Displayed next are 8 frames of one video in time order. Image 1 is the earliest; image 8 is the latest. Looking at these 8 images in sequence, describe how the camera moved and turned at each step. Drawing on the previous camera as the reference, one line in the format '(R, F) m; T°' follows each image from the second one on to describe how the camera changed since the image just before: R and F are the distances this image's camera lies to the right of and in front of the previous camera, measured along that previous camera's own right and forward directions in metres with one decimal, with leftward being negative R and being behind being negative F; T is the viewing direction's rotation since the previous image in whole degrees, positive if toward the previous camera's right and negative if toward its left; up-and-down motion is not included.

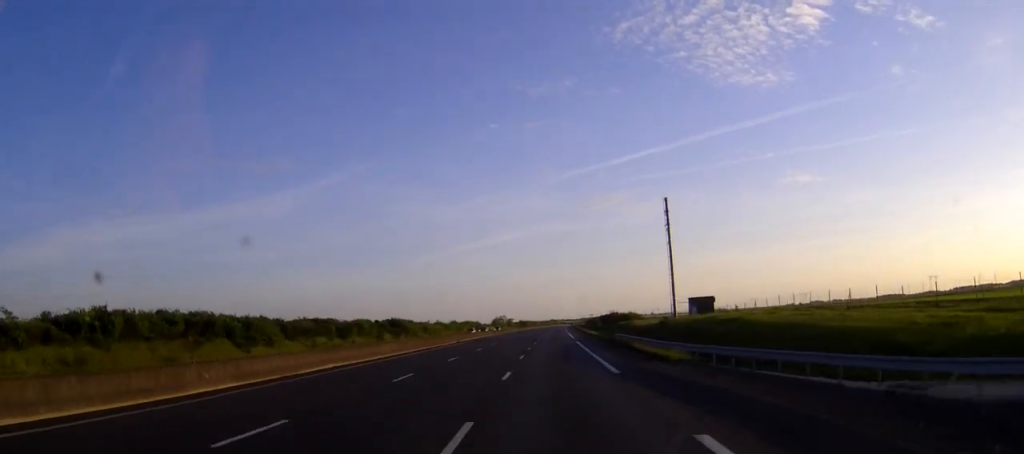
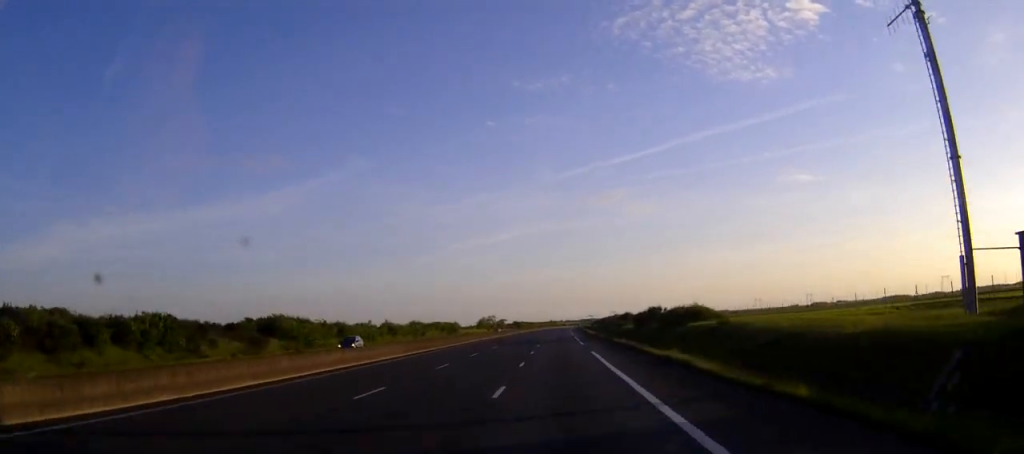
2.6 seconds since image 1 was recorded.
(+0.2, +70.5) m; 0°
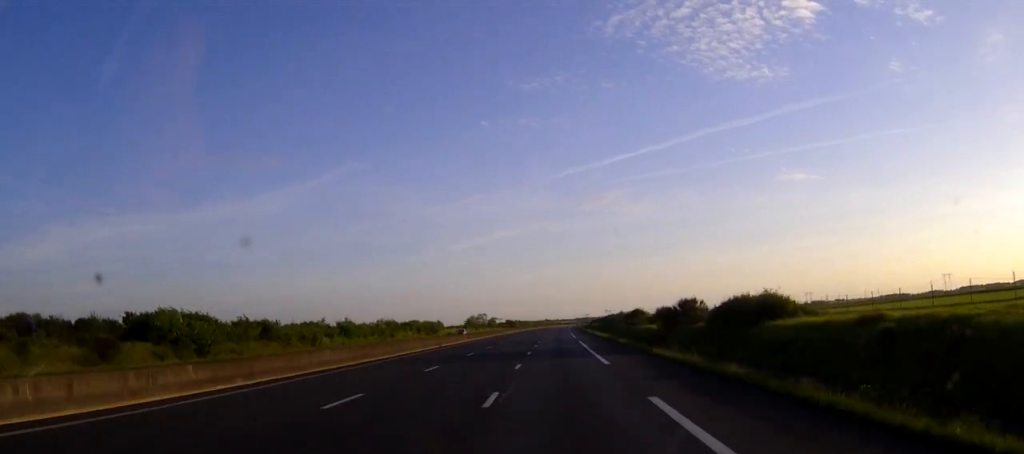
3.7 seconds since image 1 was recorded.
(0.0, +28.6) m; 0°
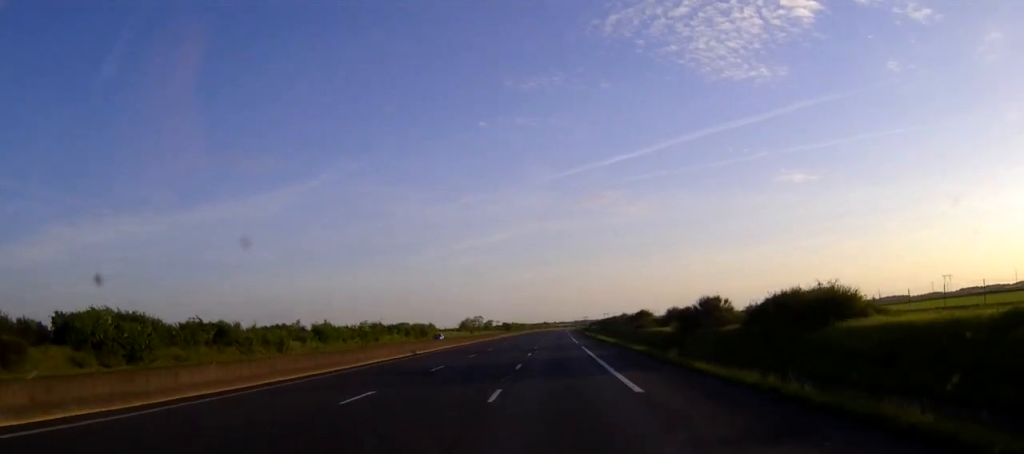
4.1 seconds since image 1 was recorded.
(0.0, +11.6) m; 0°
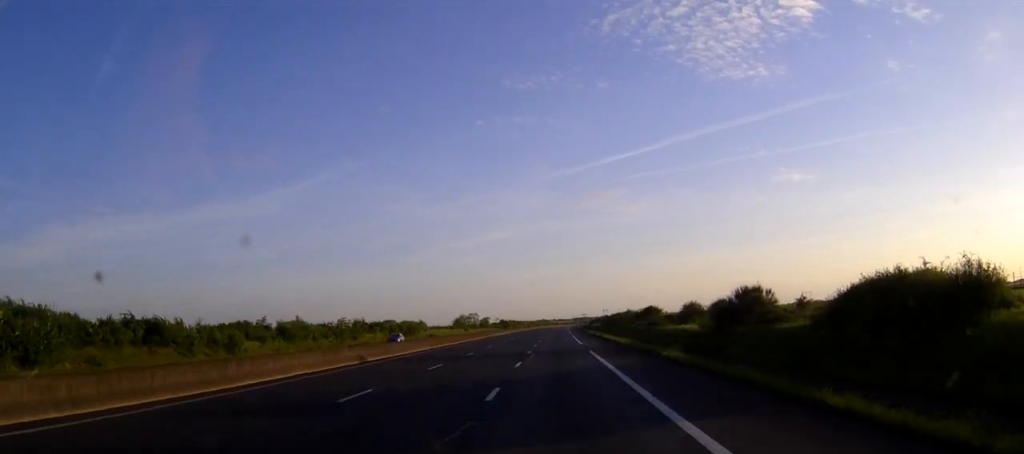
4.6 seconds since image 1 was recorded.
(0.0, +13.4) m; 0°
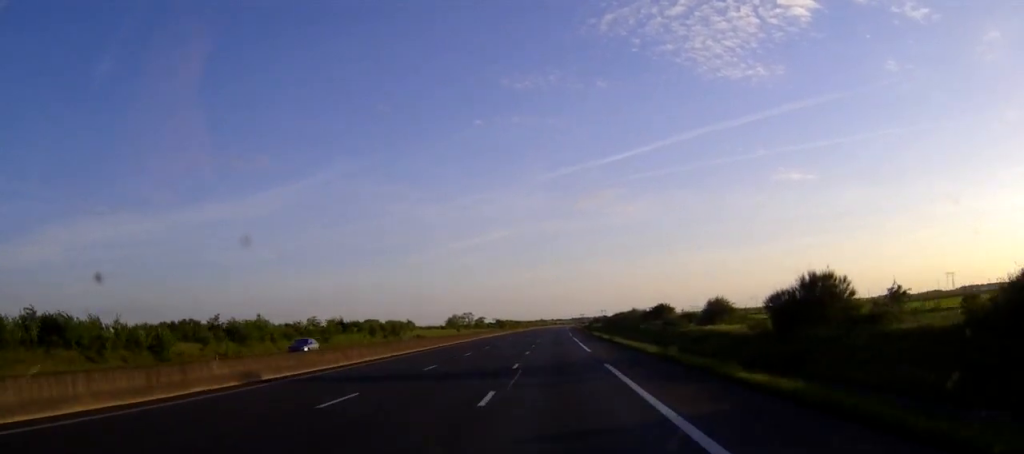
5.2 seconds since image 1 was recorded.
(0.0, +14.3) m; 0°
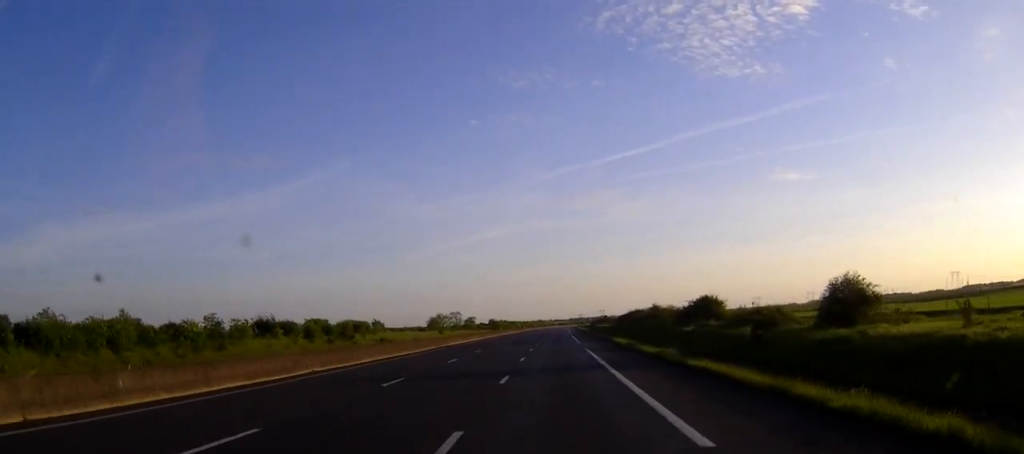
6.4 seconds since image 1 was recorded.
(+0.1, +33.1) m; 0°
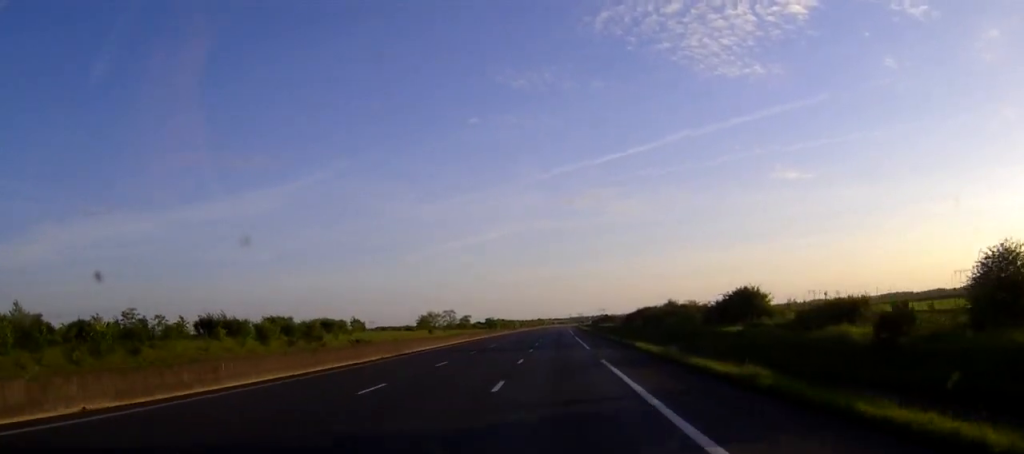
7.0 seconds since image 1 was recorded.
(0.0, +16.1) m; 0°
